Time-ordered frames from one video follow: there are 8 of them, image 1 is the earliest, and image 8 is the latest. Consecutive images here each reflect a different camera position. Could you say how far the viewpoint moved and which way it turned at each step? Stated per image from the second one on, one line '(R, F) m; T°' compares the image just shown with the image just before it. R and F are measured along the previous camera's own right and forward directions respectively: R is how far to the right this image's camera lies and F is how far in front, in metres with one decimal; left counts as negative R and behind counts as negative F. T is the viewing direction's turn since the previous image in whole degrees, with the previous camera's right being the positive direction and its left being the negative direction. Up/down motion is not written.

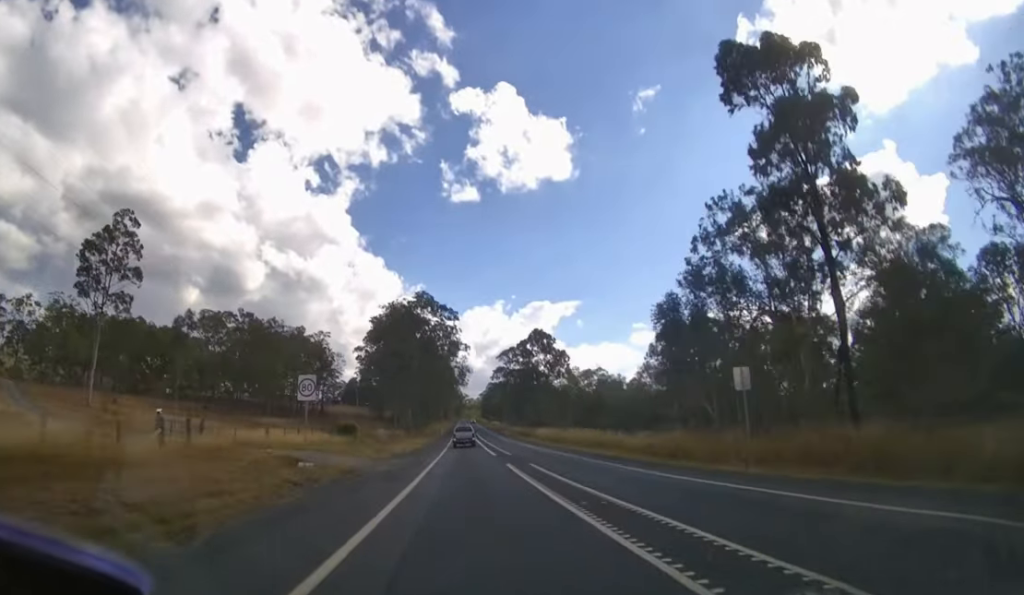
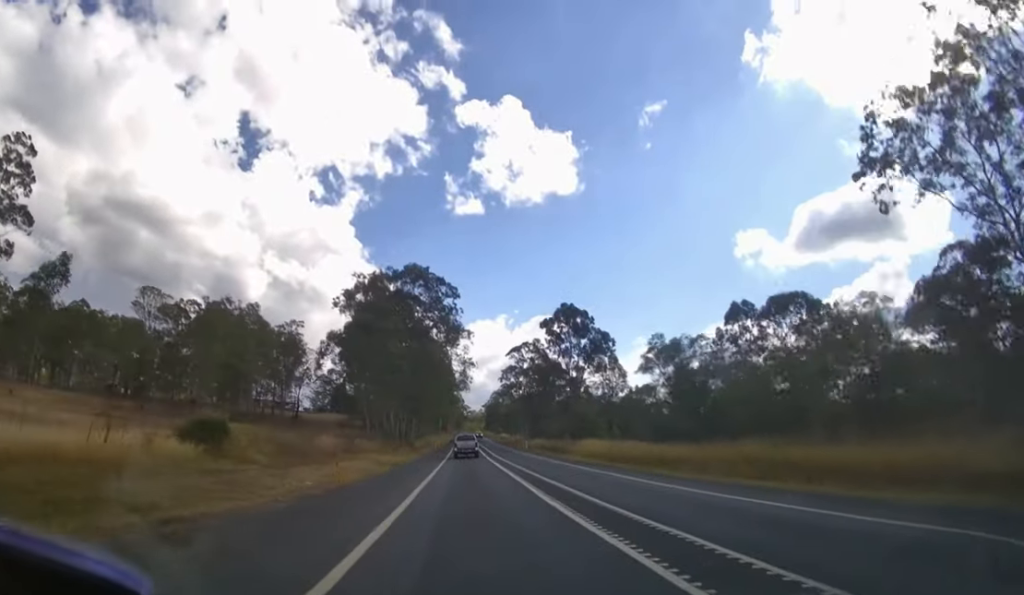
(+0.1, +29.5) m; 0°
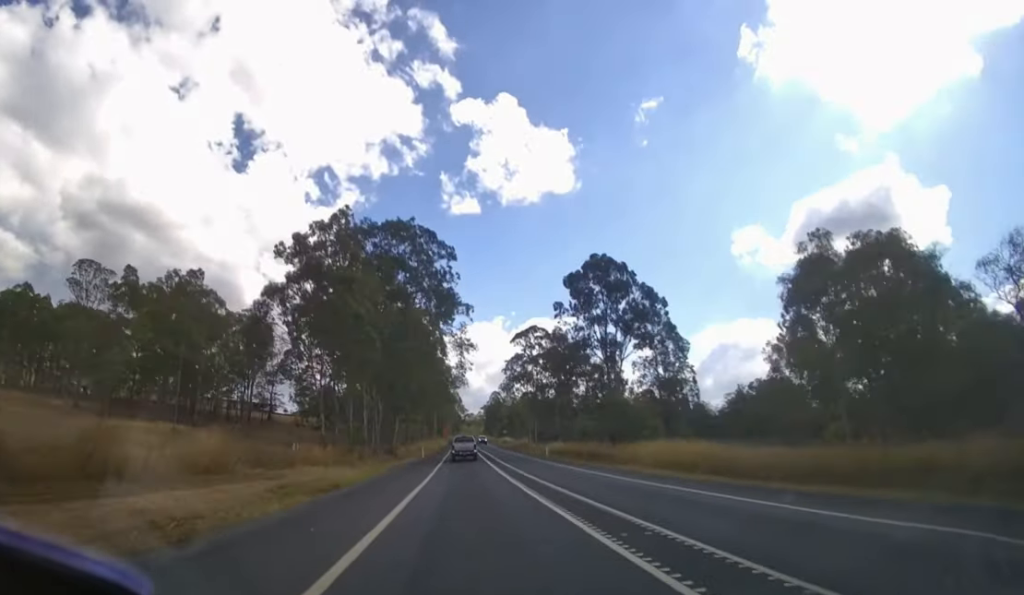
(0.0, +19.2) m; 0°
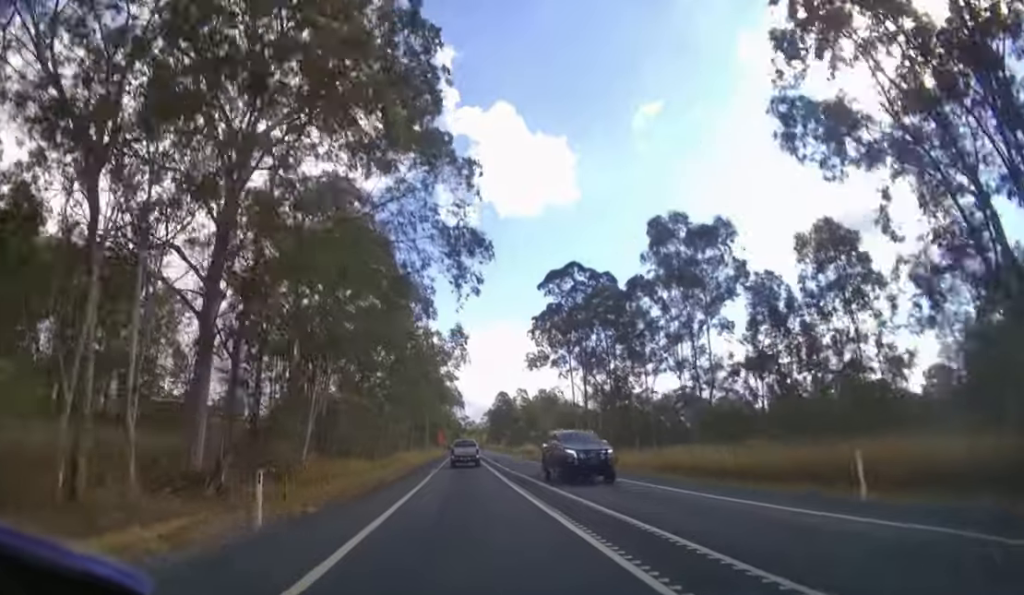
(+0.1, +37.0) m; 0°
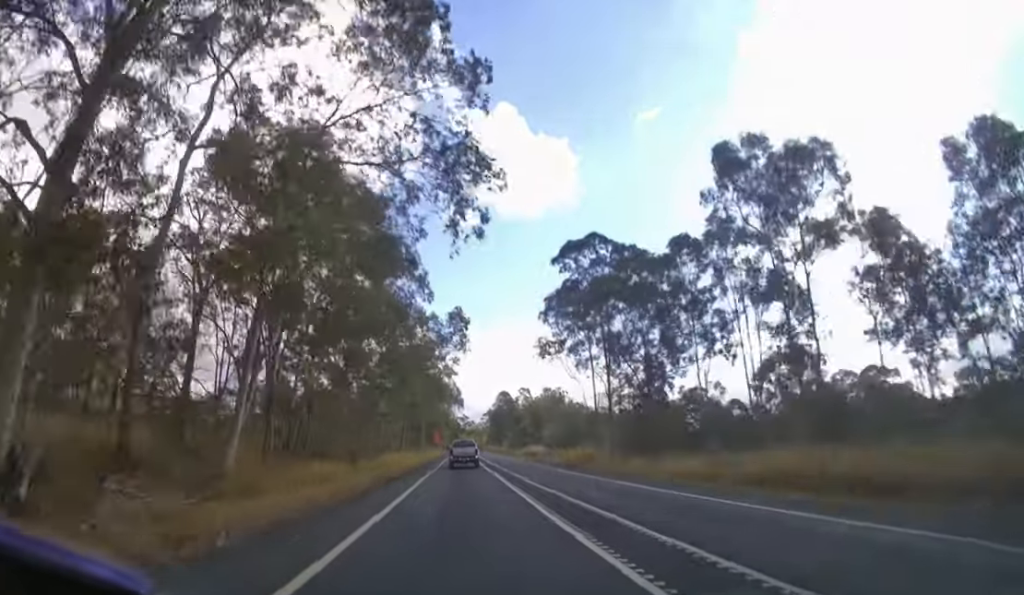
(0.0, +8.5) m; 0°
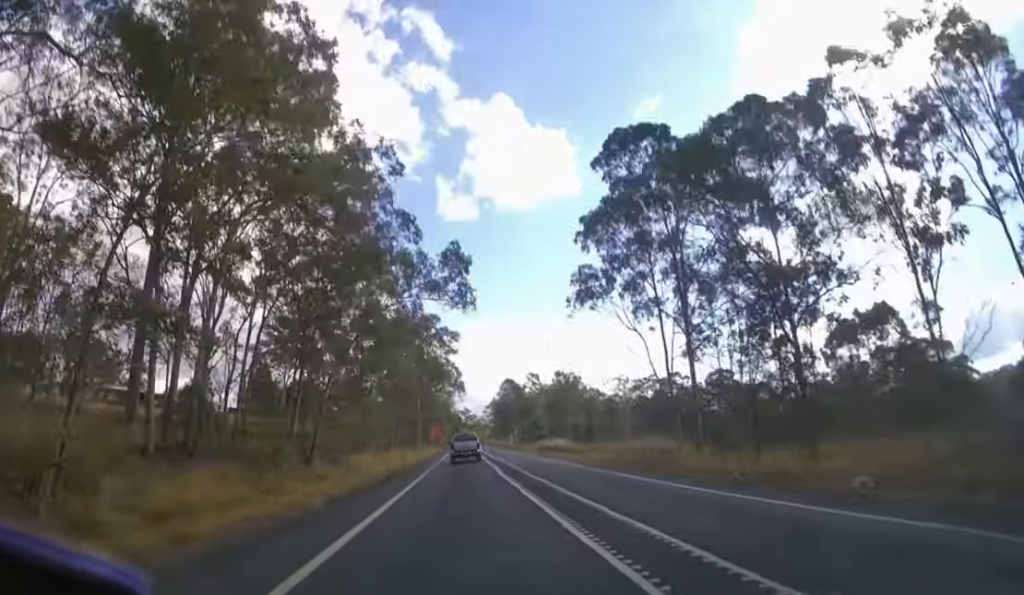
(0.0, +14.3) m; 0°
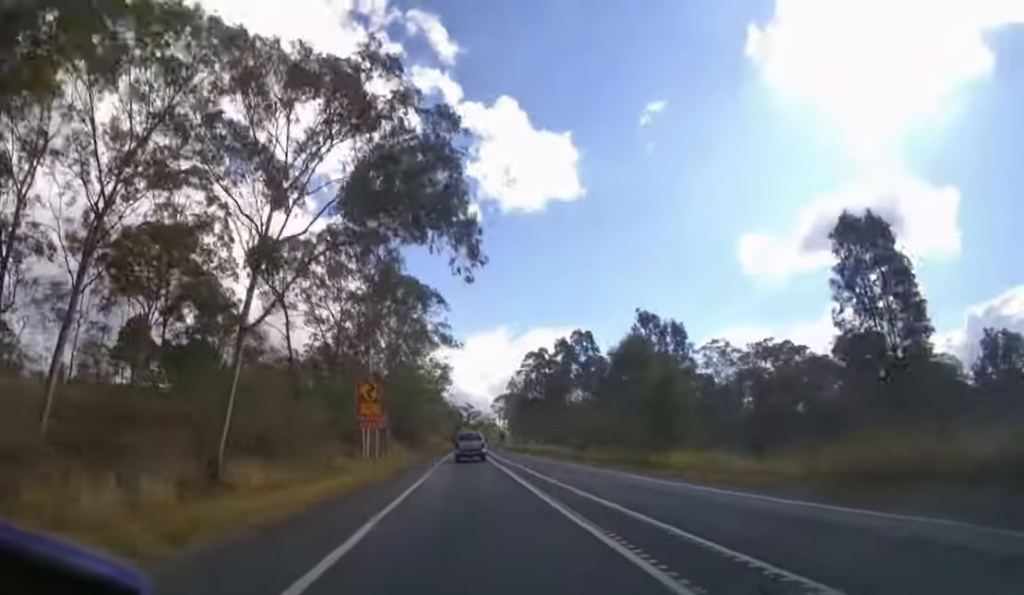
(-0.1, +50.5) m; 0°
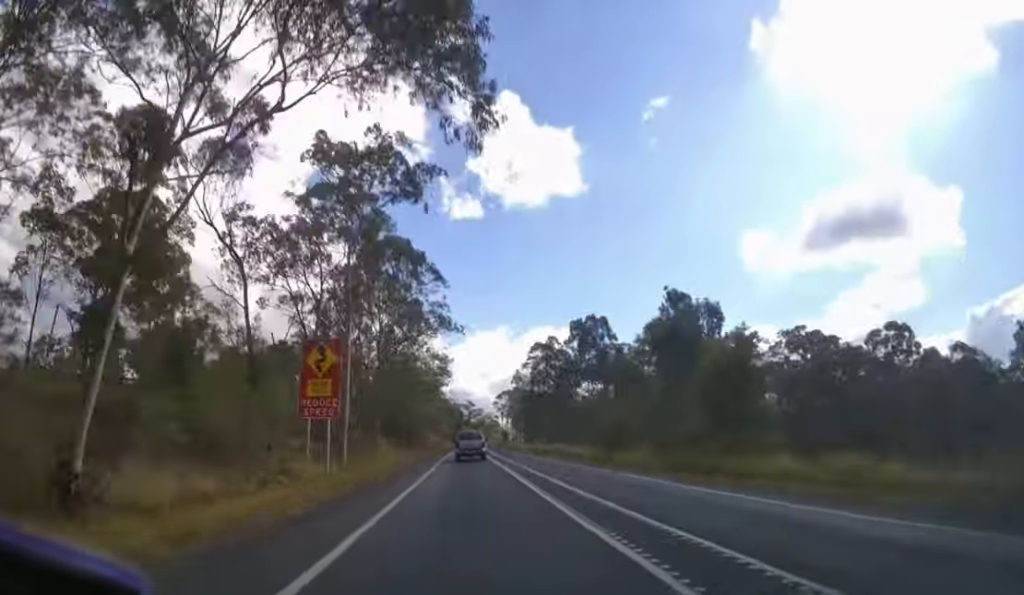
(0.0, +9.0) m; 0°
